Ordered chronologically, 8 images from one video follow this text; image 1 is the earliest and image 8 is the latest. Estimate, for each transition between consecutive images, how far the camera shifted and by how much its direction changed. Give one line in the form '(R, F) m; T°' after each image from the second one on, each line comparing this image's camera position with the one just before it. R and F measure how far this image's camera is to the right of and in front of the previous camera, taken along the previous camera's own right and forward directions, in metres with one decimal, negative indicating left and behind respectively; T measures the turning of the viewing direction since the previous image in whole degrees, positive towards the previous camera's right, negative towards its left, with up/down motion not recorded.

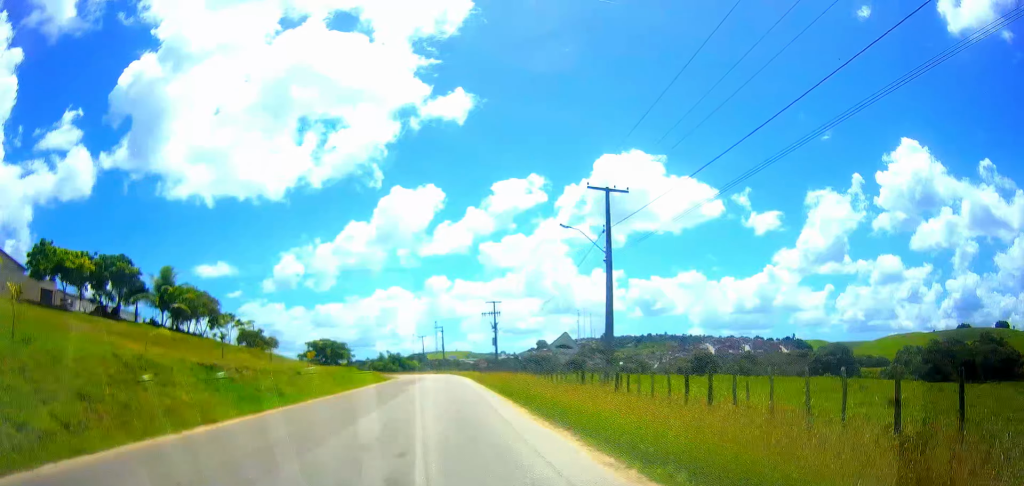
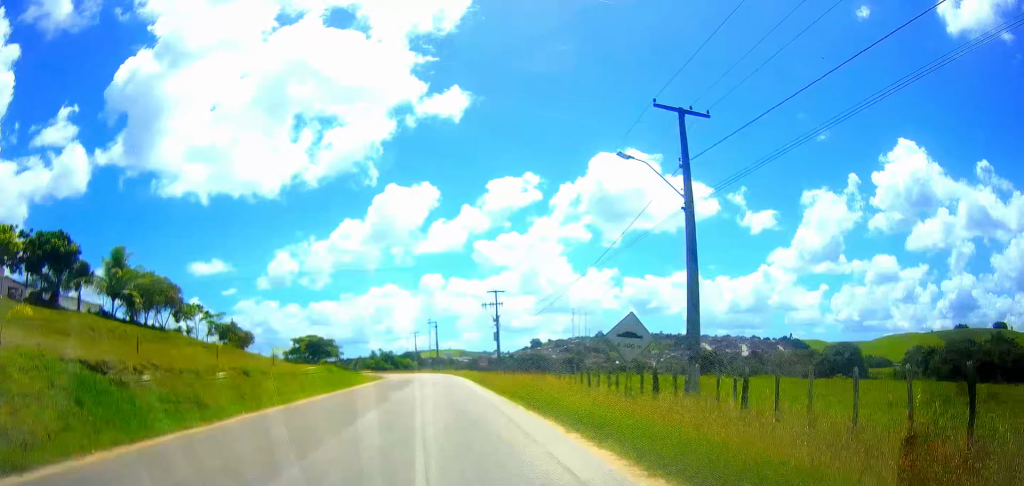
(0.0, +9.3) m; 0°
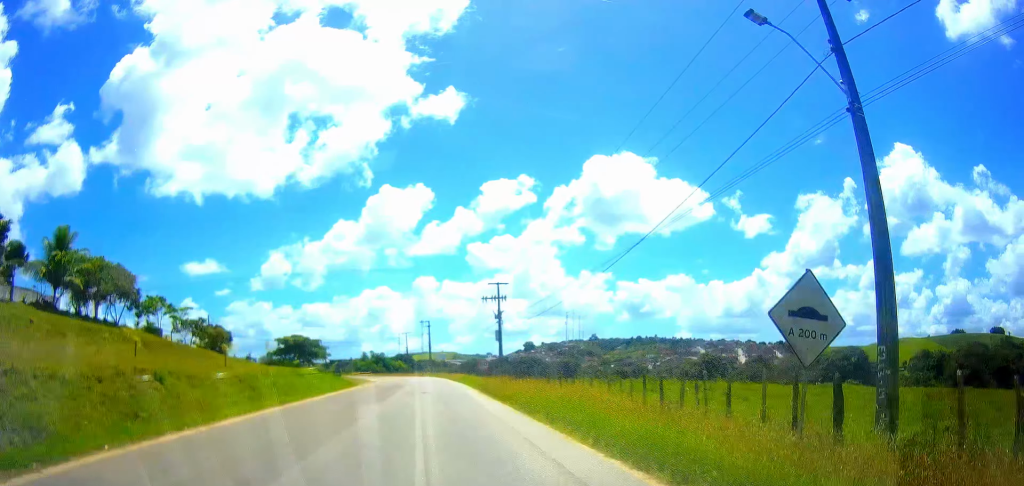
(0.0, +8.8) m; 0°
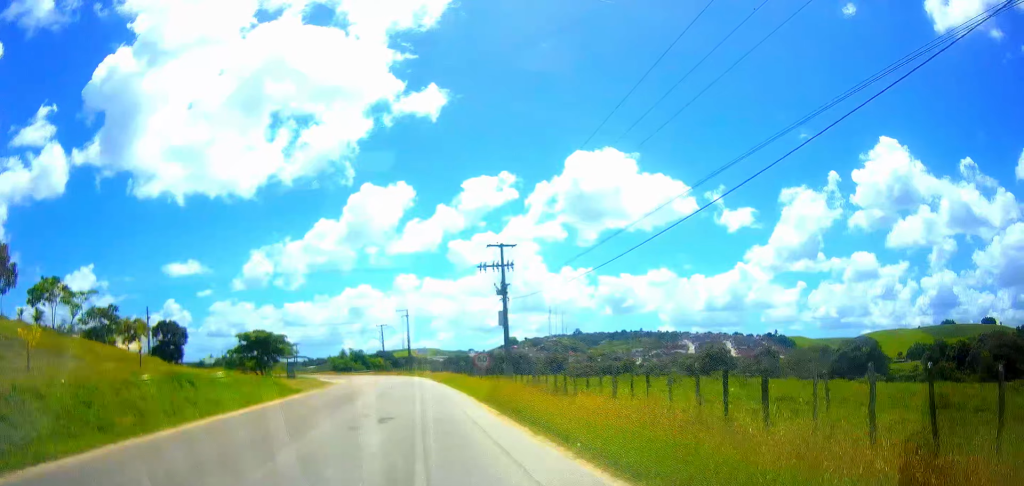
(0.0, +17.1) m; +1°
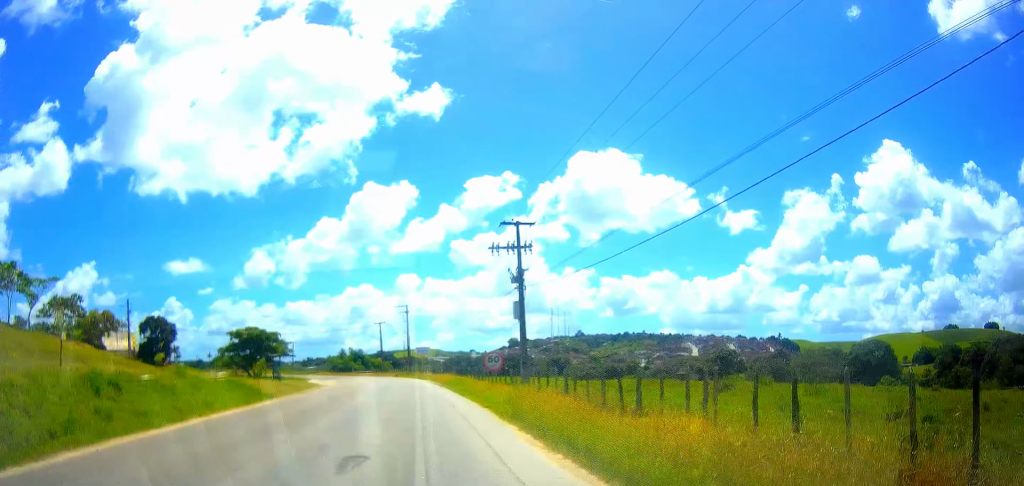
(+0.1, +6.3) m; 0°
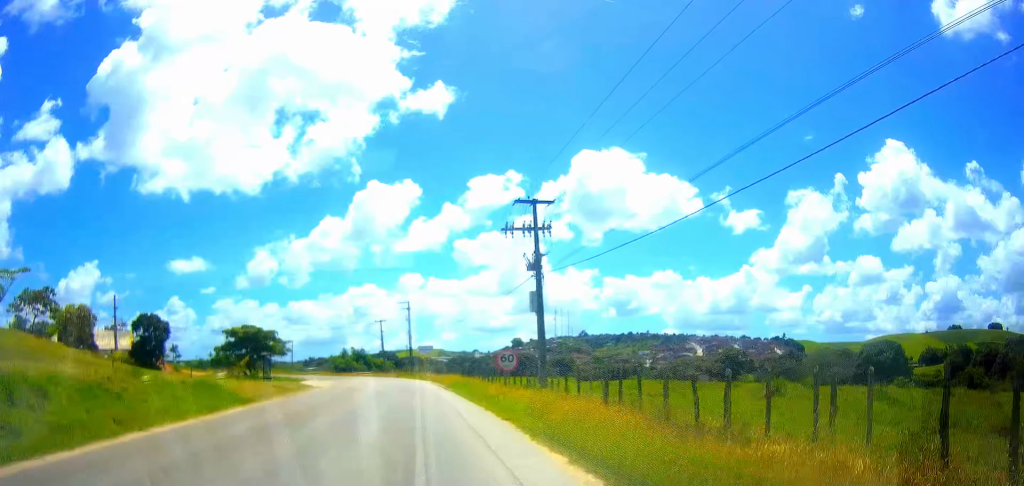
(0.0, +4.3) m; 0°
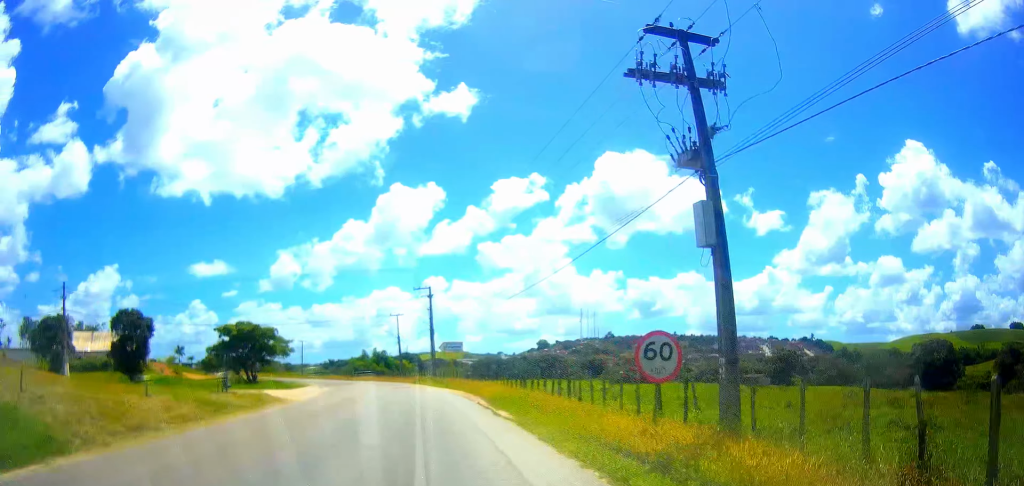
(0.0, +15.5) m; 0°
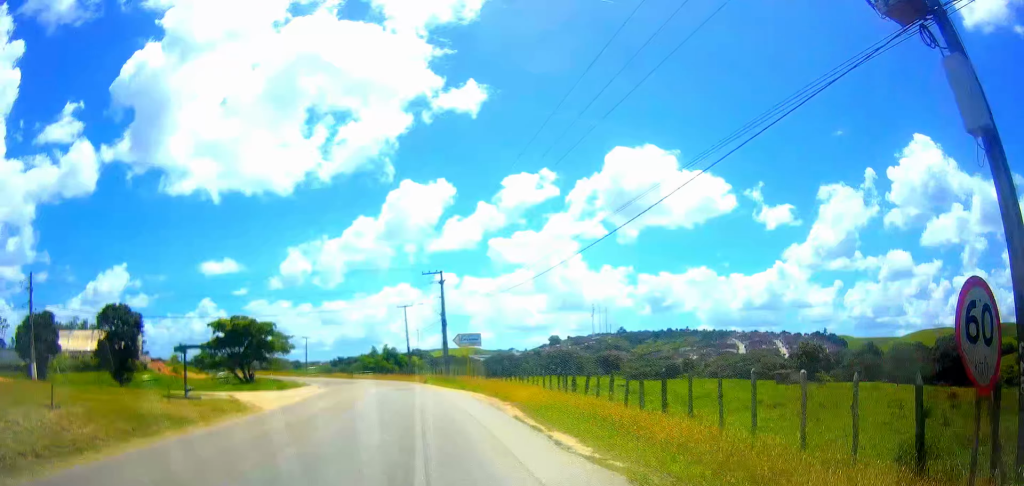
(0.0, +7.5) m; -1°
